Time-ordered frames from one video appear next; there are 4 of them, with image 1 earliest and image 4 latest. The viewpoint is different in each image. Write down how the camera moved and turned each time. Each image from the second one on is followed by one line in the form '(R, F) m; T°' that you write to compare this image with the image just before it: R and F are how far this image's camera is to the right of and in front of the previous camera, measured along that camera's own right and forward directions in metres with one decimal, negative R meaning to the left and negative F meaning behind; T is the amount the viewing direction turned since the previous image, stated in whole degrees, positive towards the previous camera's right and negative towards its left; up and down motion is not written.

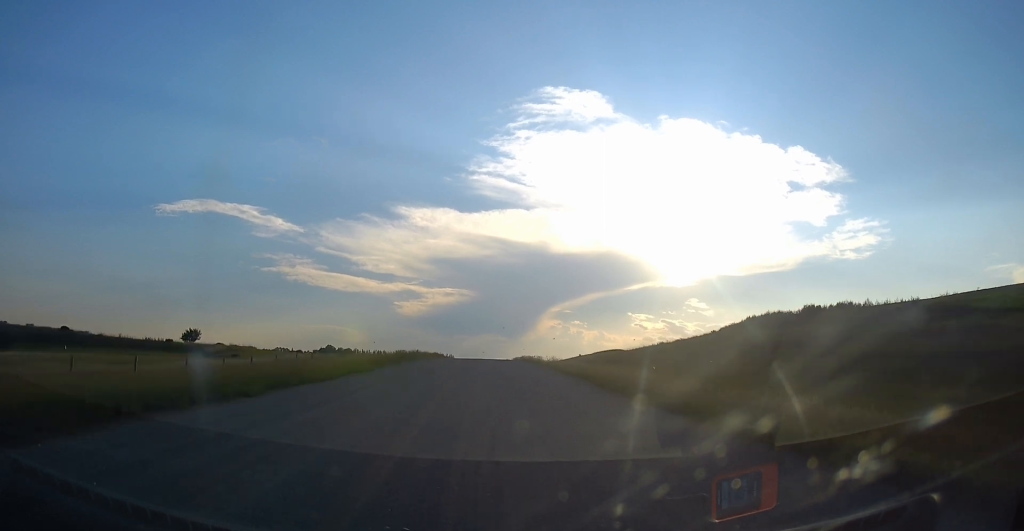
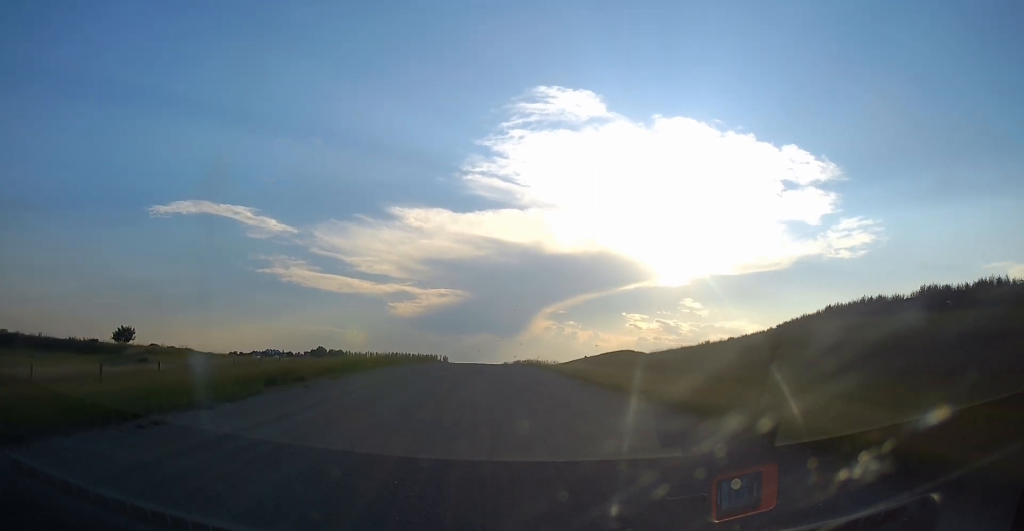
(0.0, +18.9) m; +2°
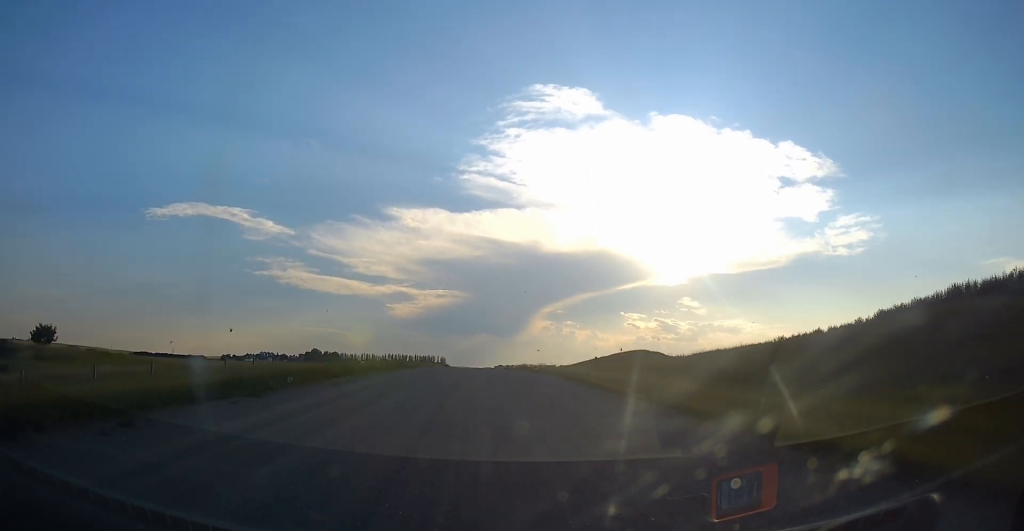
(+0.5, +17.7) m; 0°
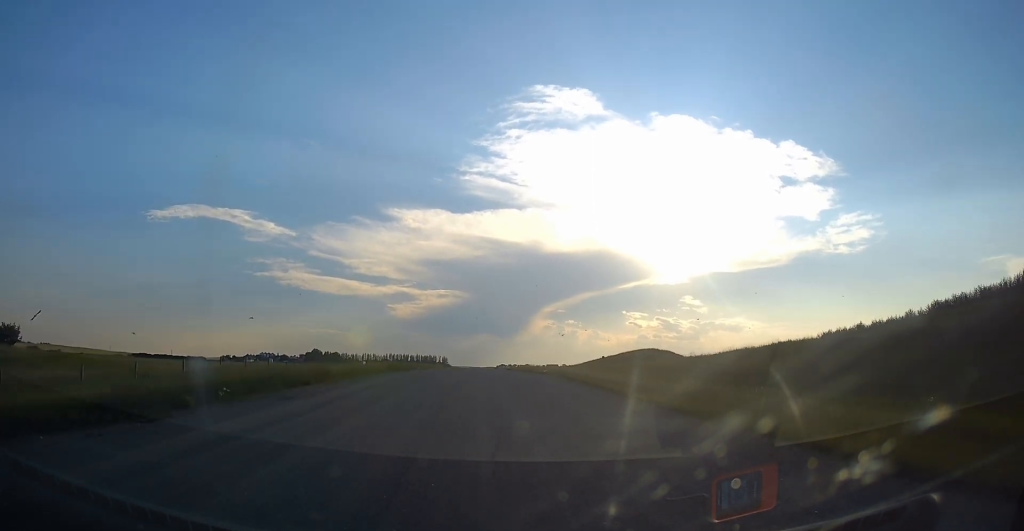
(-0.2, +6.8) m; -1°
